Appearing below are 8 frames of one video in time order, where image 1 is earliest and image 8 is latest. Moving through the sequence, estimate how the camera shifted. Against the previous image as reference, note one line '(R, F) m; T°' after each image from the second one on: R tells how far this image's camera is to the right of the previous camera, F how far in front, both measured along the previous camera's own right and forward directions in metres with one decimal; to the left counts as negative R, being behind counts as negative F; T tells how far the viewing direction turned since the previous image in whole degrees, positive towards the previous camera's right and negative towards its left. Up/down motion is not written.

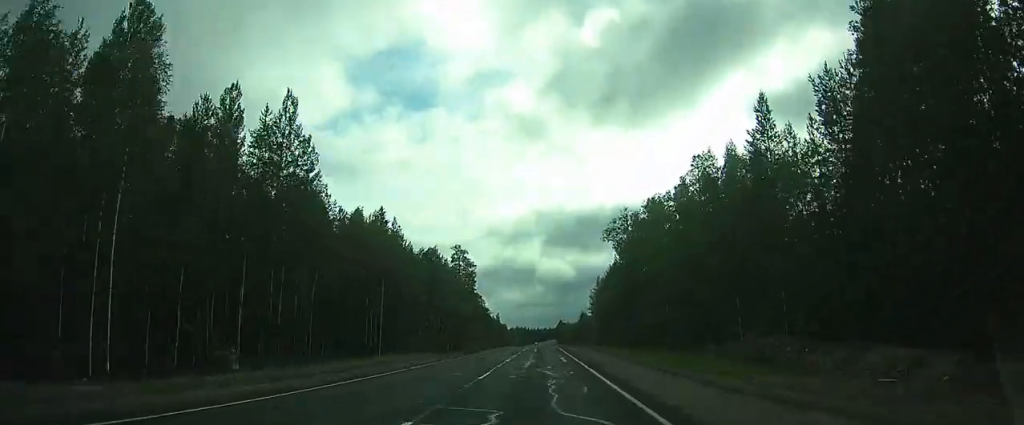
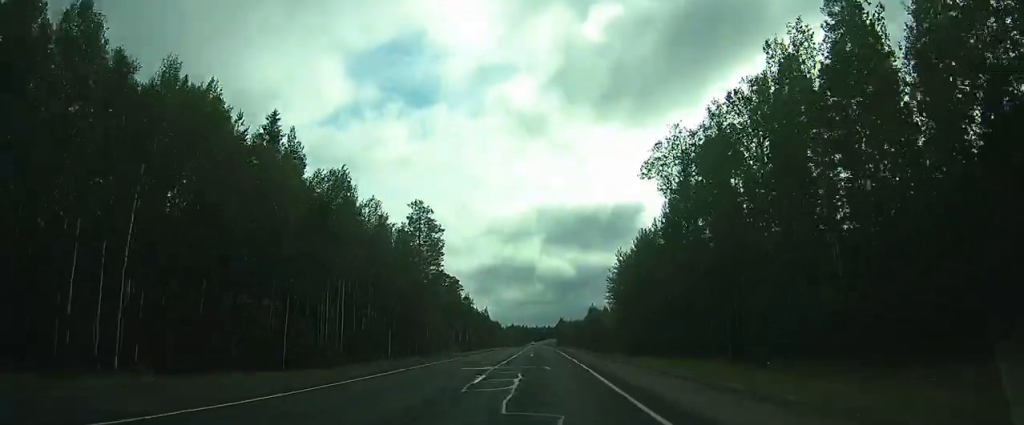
(+0.4, +41.3) m; +1°
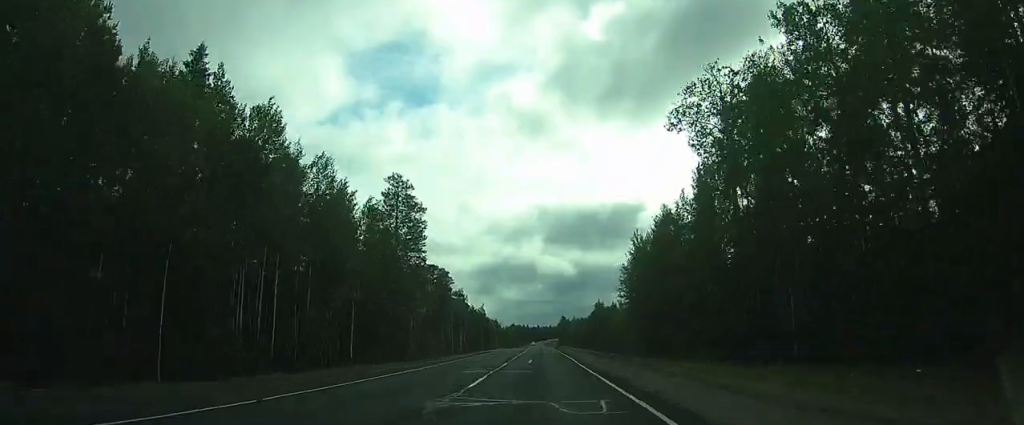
(0.0, +14.0) m; 0°
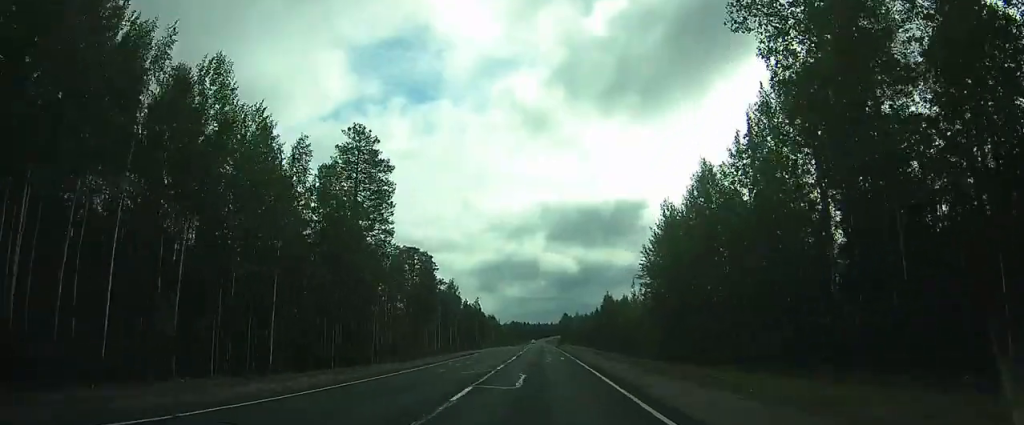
(0.0, +16.3) m; 0°
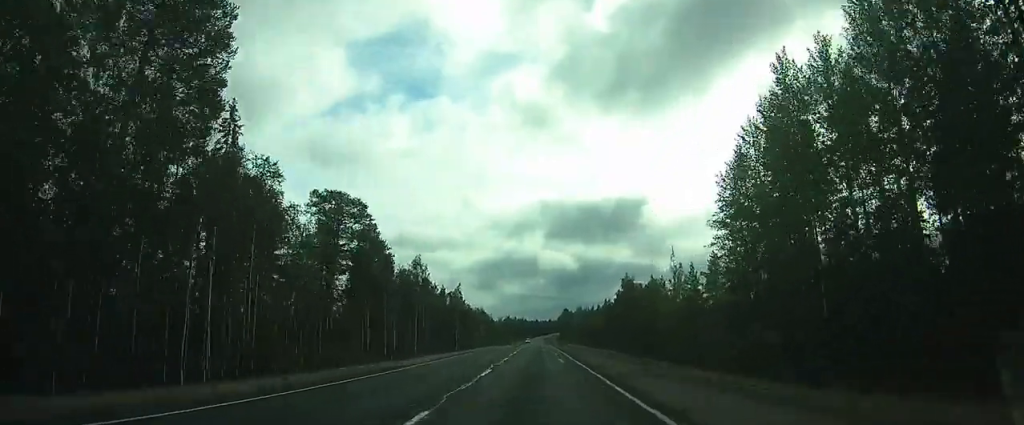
(+0.1, +29.8) m; 0°
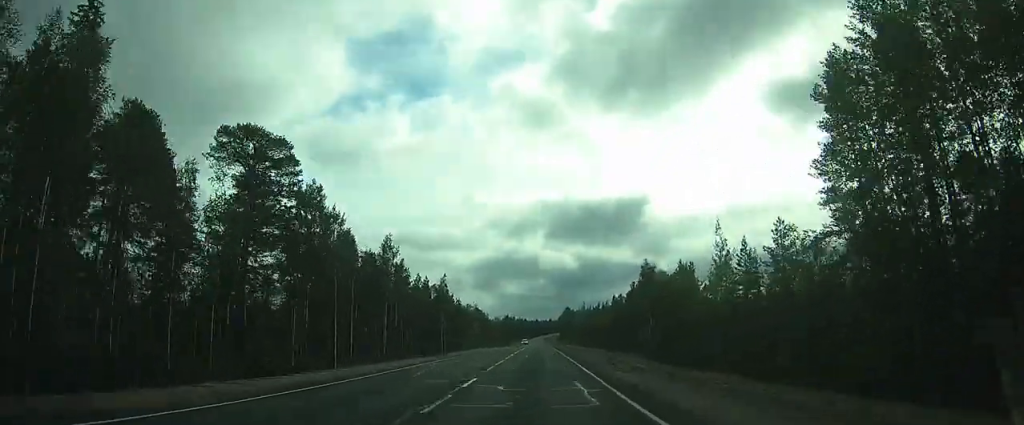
(0.0, +16.1) m; 0°
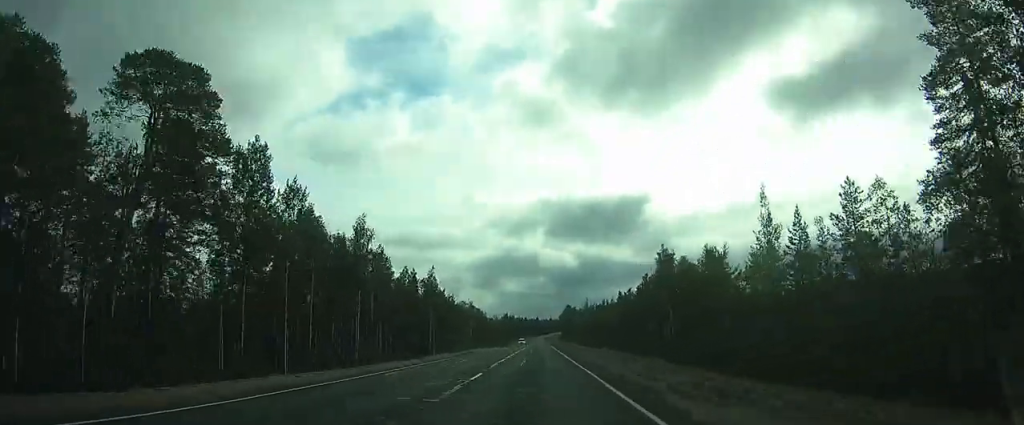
(-0.1, +9.8) m; 0°
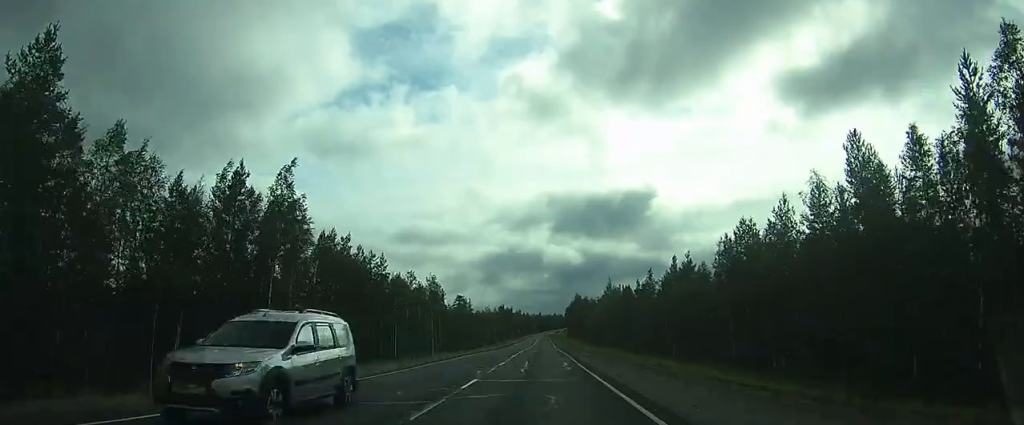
(+0.5, +50.0) m; +1°
